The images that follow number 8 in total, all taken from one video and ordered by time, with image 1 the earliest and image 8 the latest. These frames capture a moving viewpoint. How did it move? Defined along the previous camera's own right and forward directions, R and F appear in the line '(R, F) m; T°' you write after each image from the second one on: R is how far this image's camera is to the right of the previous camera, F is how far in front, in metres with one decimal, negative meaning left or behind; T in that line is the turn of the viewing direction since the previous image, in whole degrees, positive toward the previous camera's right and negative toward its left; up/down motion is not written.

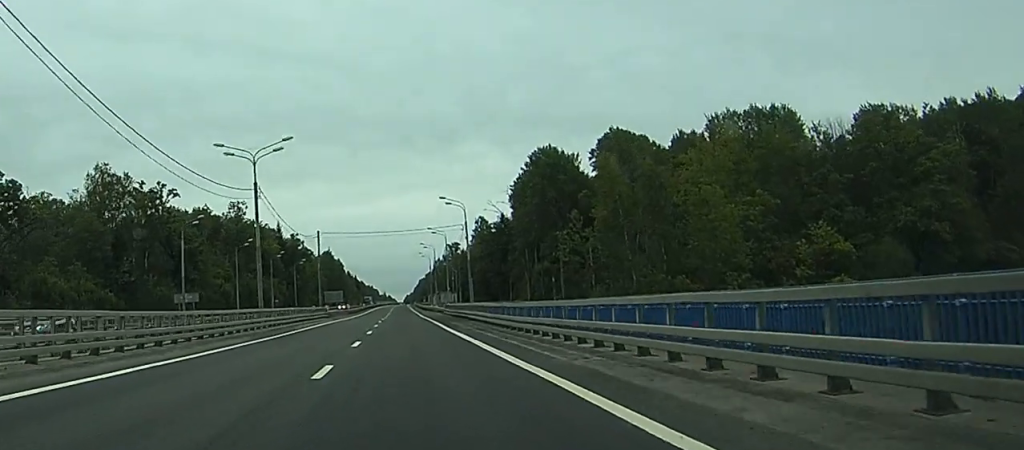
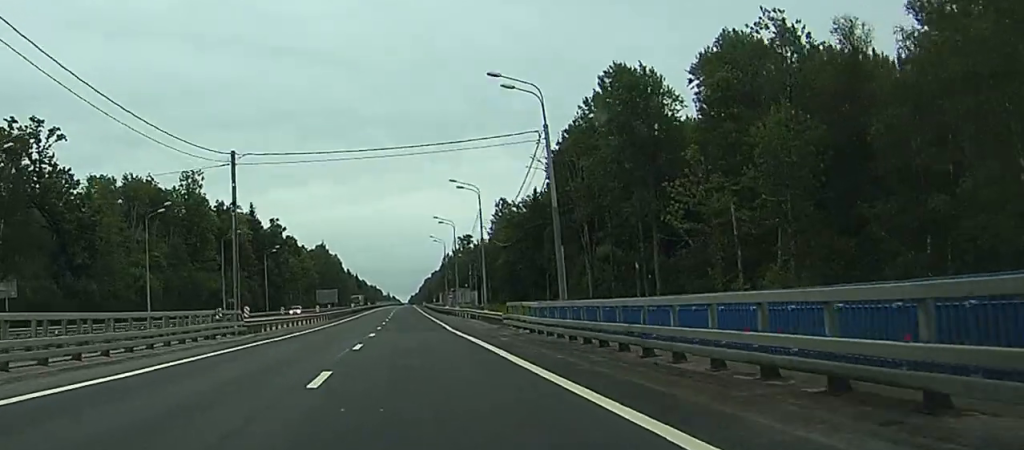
(+0.1, +50.1) m; 0°
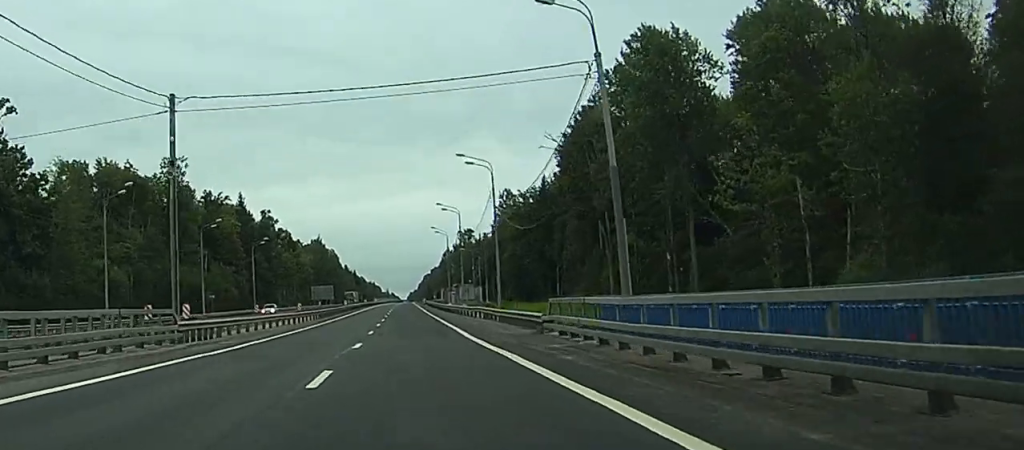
(0.0, +12.1) m; 0°
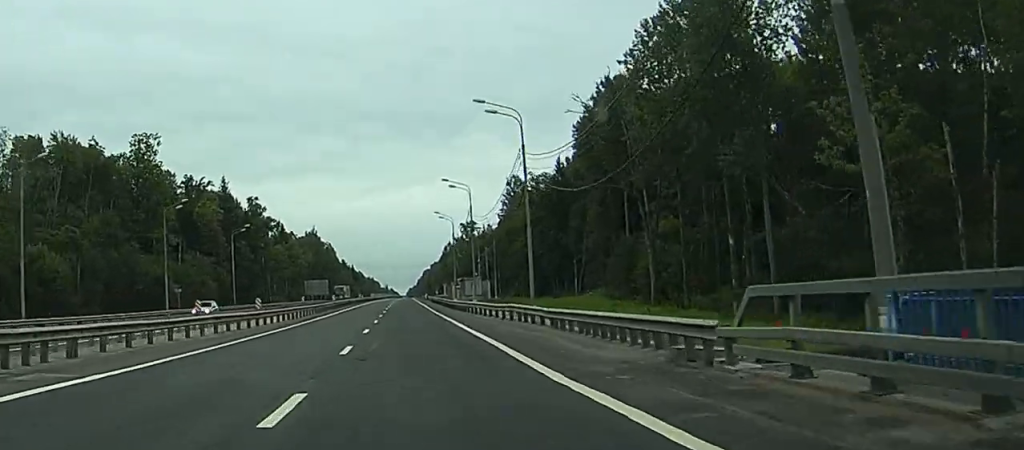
(0.0, +16.7) m; 0°
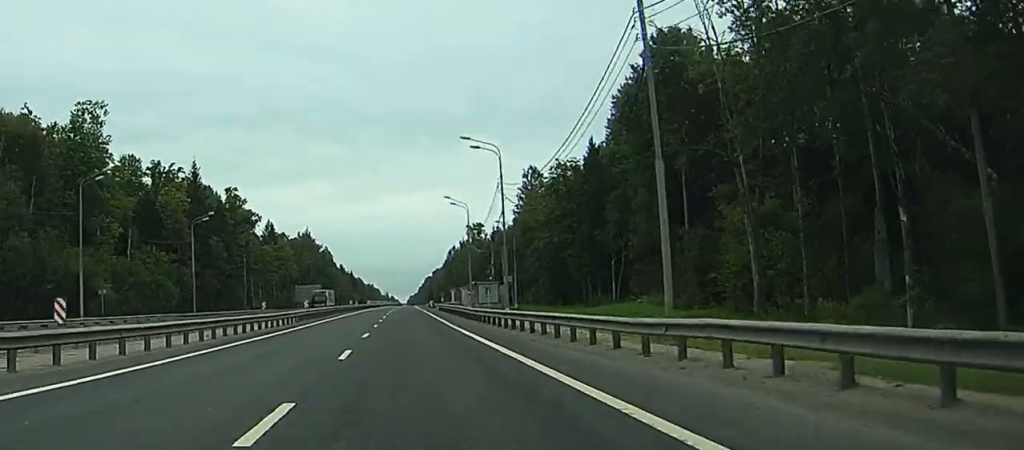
(0.0, +25.1) m; 0°
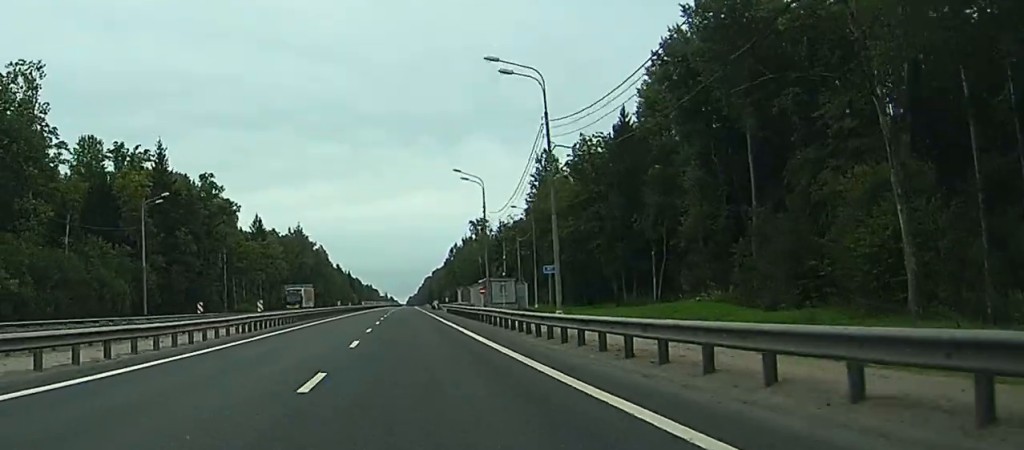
(0.0, +19.5) m; 0°
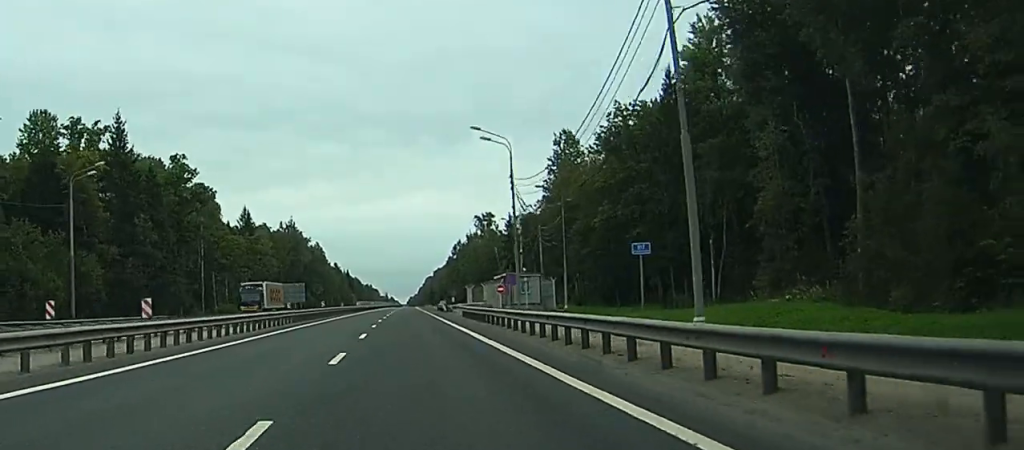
(0.0, +18.6) m; 0°
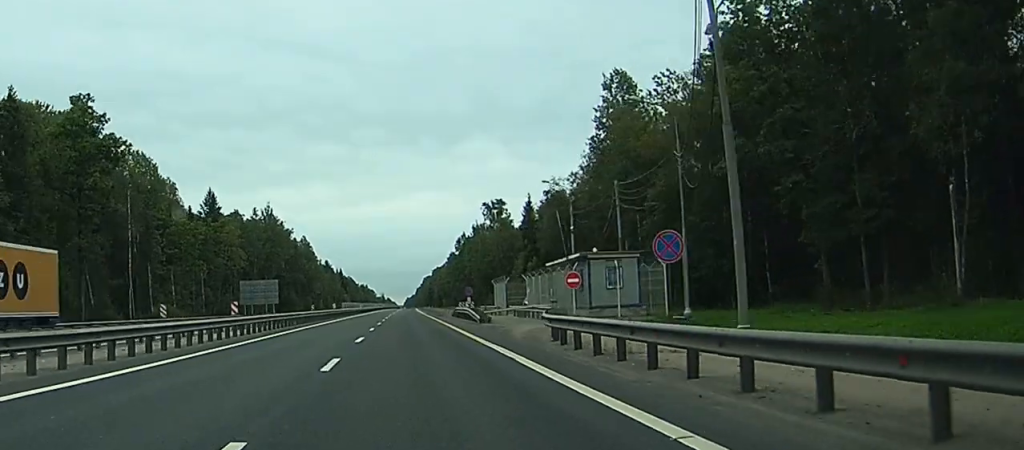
(0.0, +37.2) m; 0°
